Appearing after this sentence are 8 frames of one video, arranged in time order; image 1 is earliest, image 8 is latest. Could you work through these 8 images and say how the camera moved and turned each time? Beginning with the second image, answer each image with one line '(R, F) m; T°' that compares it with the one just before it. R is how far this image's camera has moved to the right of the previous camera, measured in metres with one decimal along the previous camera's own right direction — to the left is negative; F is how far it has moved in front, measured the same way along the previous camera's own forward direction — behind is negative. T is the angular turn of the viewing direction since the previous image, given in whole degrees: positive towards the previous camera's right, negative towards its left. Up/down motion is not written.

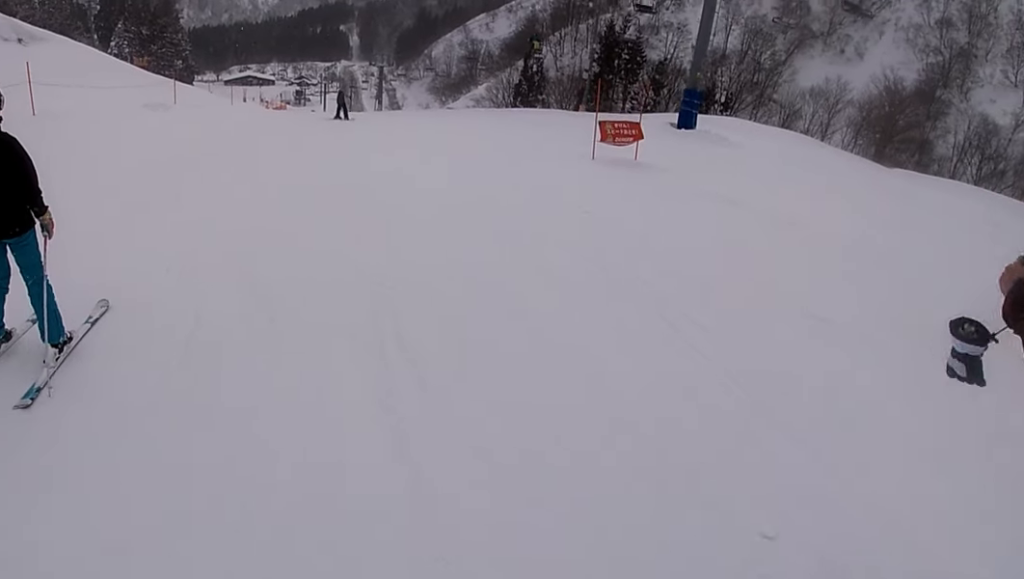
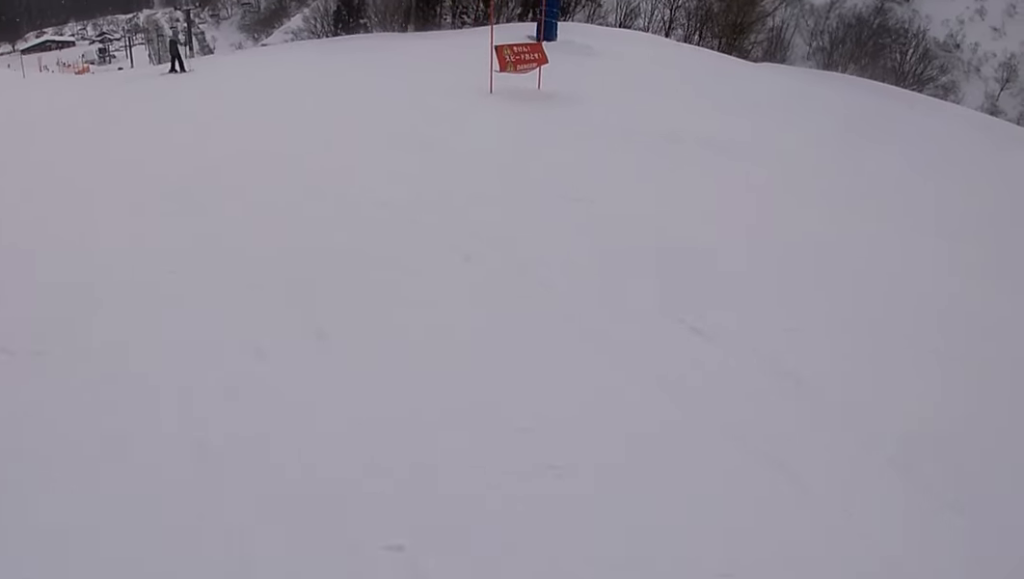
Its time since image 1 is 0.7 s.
(-0.4, +3.8) m; +7°
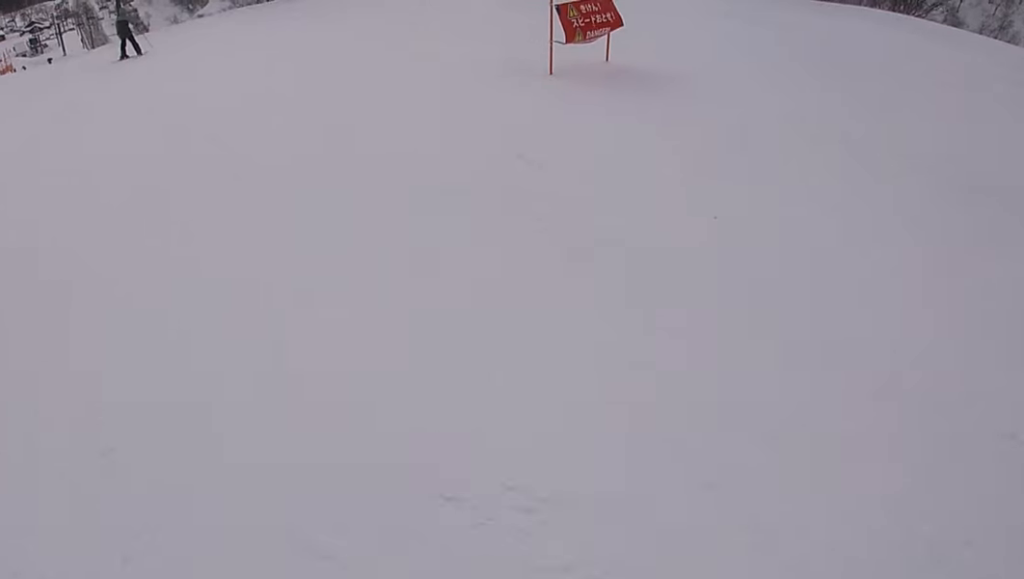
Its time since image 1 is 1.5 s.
(+1.4, +4.4) m; +1°
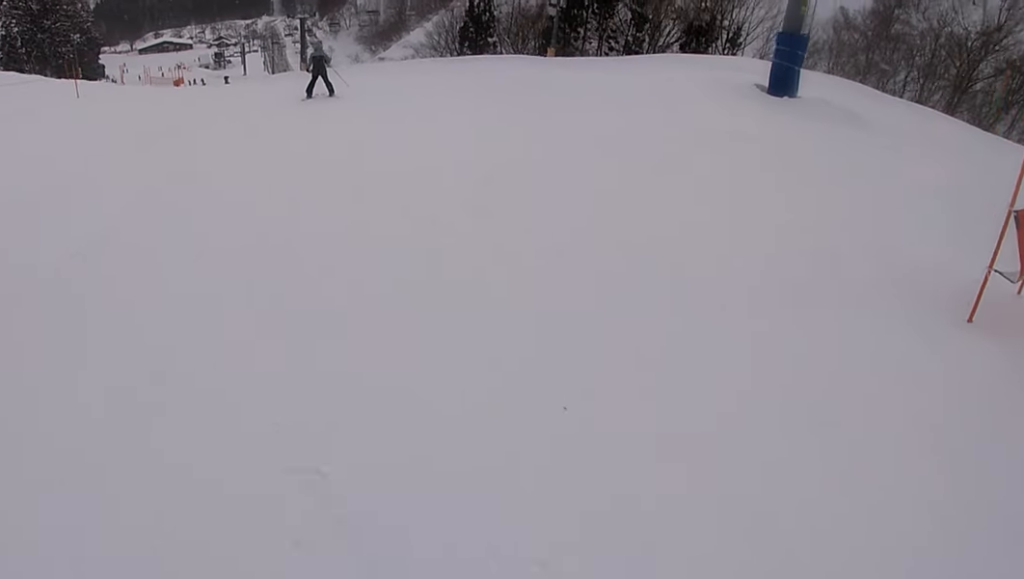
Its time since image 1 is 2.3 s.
(-1.0, +4.6) m; -2°
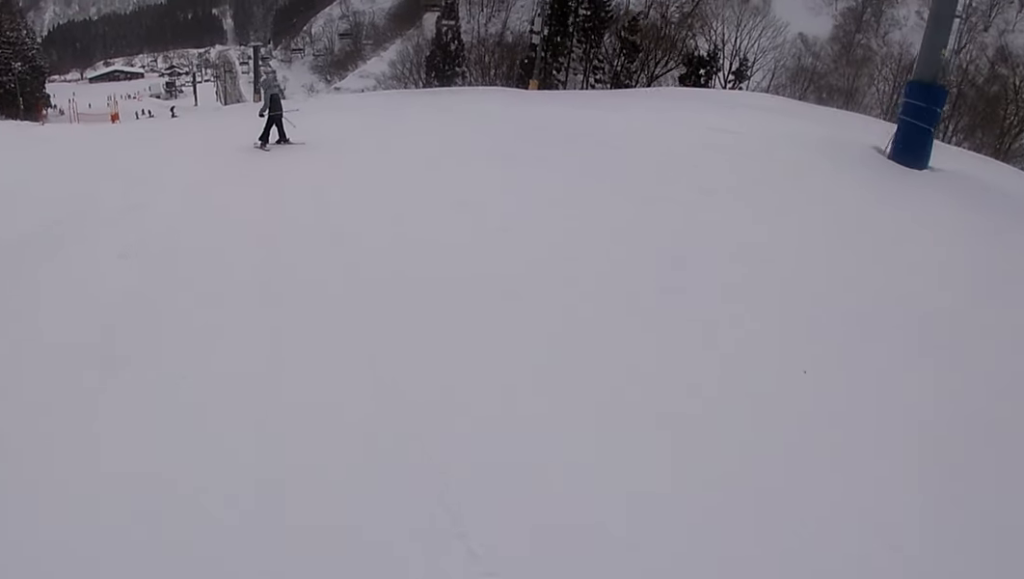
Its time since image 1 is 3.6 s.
(+0.9, +6.8) m; +10°
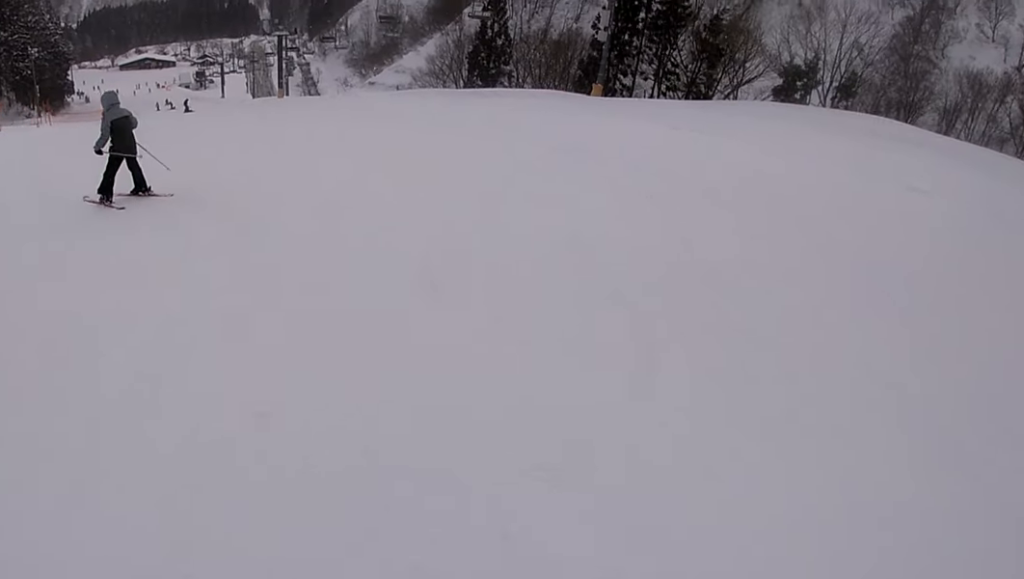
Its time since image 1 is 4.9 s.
(-0.1, +7.5) m; +1°
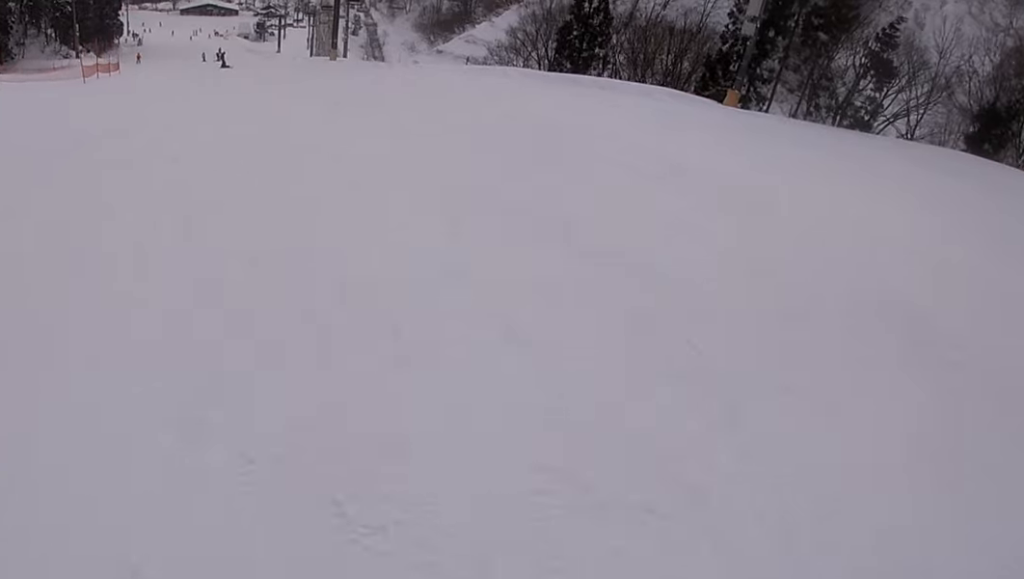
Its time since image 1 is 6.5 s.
(-0.7, +10.5) m; -18°
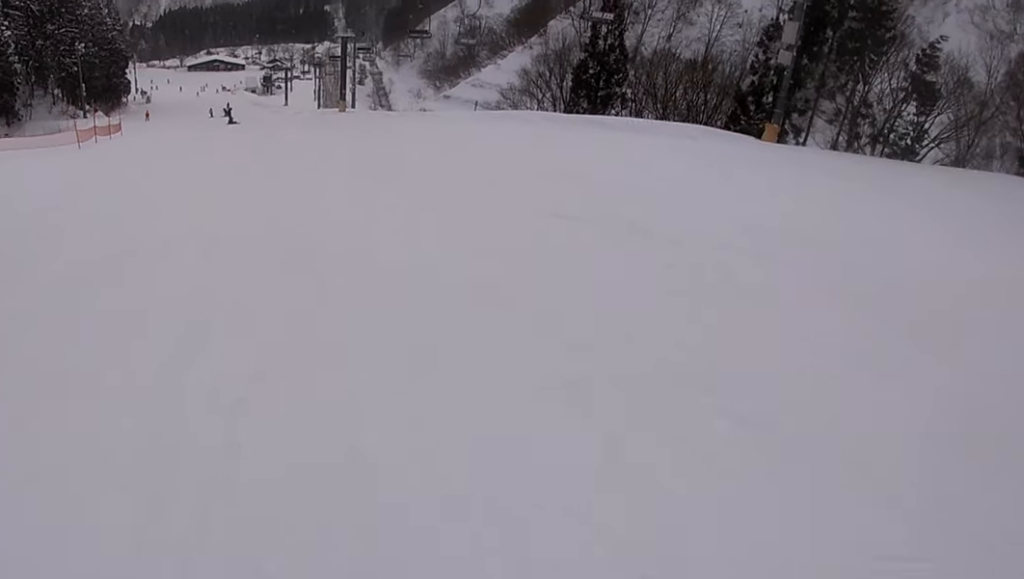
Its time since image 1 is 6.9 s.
(-0.3, +2.9) m; -5°
